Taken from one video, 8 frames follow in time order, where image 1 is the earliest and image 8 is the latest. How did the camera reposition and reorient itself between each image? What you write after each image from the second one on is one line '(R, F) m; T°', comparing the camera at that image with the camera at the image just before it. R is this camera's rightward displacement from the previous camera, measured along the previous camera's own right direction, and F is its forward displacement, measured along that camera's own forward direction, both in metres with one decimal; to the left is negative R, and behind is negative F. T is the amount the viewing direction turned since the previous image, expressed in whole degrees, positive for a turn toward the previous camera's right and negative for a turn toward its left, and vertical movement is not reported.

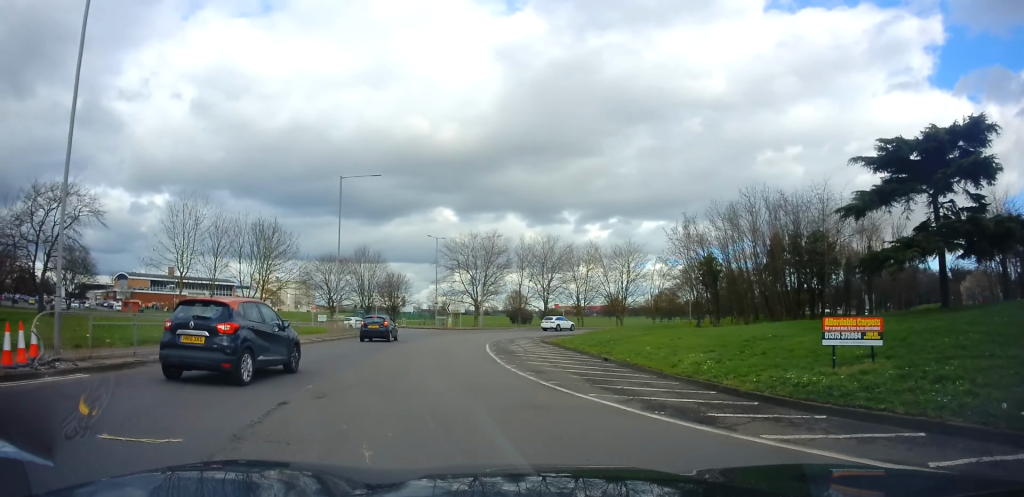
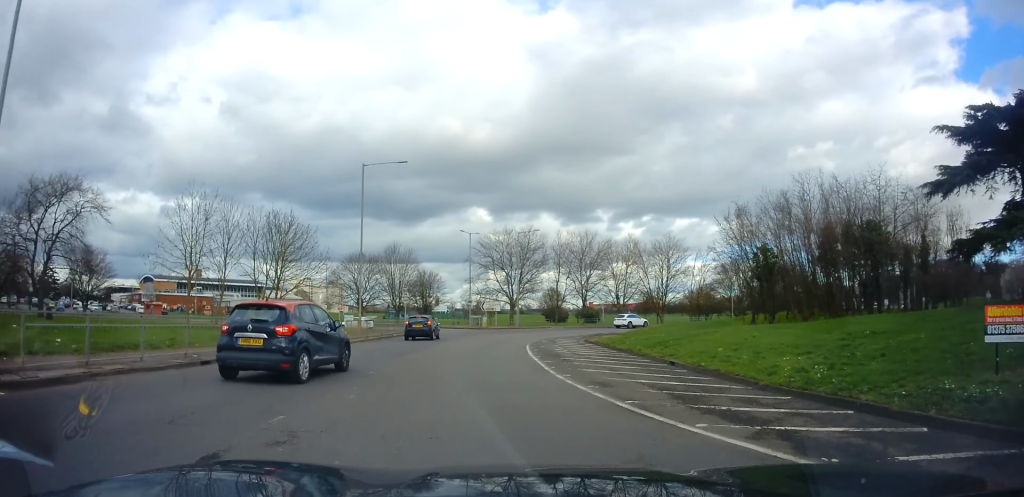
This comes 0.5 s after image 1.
(-0.1, +3.3) m; -1°
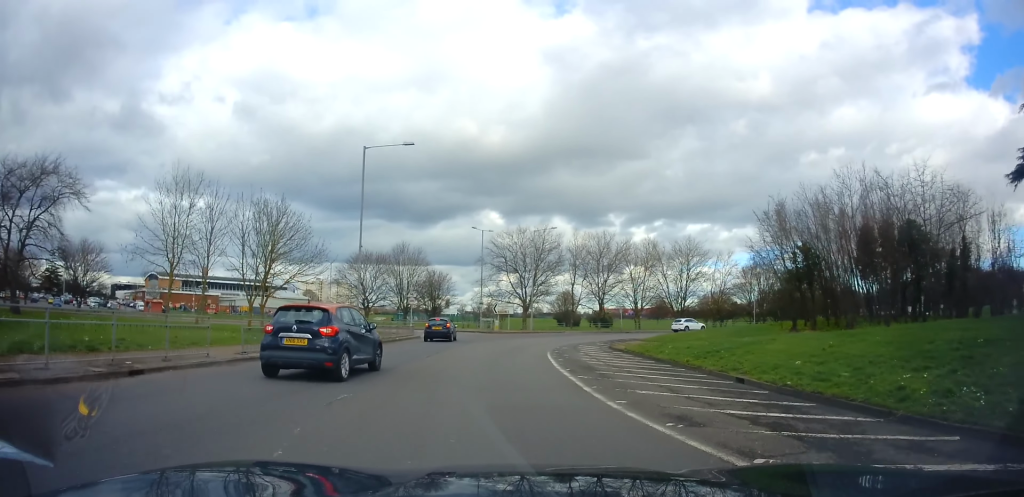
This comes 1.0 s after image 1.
(-0.2, +3.8) m; +2°
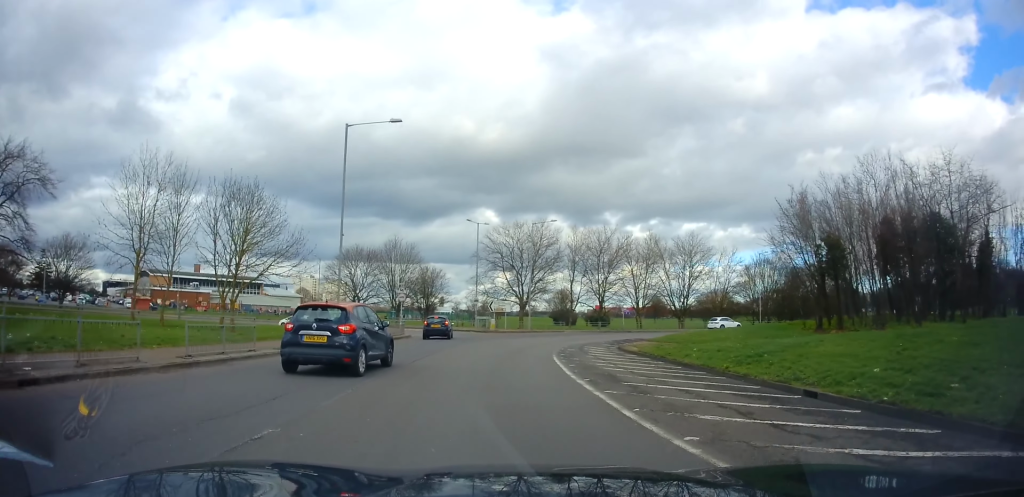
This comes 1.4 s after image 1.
(-0.1, +3.1) m; +1°
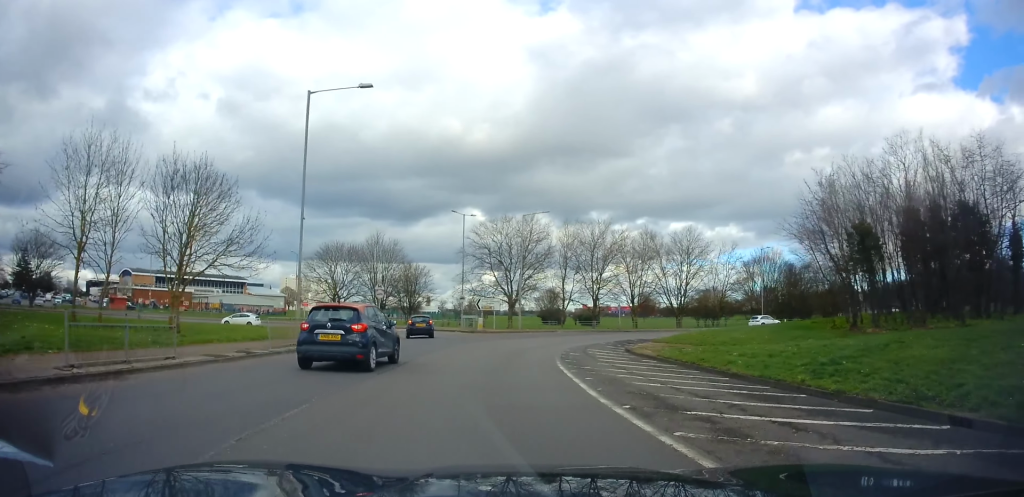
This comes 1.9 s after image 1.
(+0.4, +4.2) m; +1°
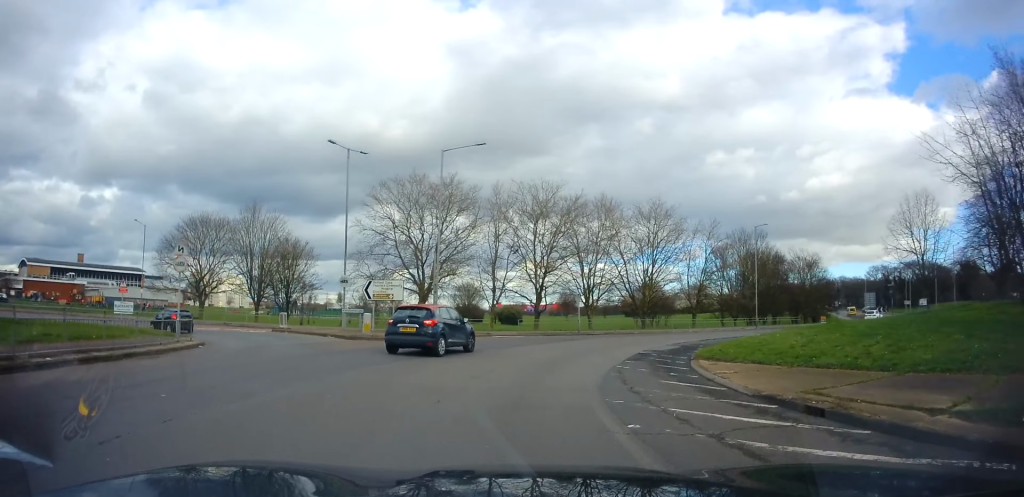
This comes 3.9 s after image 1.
(+0.9, +18.4) m; +10°
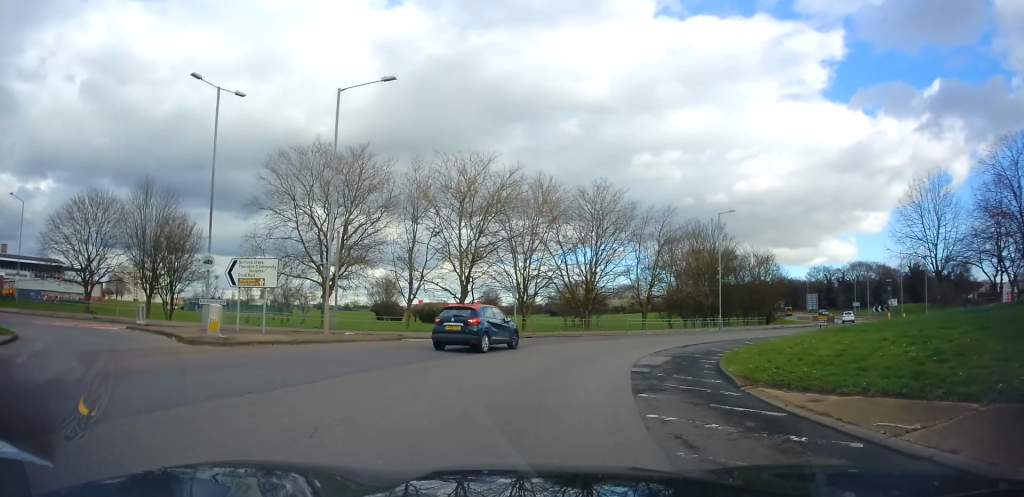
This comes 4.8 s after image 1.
(+0.5, +8.4) m; +6°
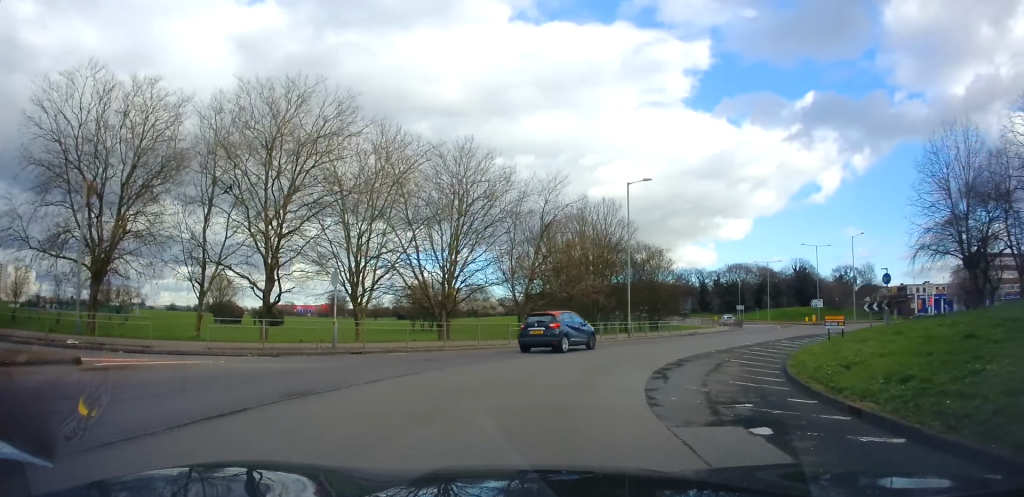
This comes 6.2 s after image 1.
(+0.9, +13.3) m; +10°
